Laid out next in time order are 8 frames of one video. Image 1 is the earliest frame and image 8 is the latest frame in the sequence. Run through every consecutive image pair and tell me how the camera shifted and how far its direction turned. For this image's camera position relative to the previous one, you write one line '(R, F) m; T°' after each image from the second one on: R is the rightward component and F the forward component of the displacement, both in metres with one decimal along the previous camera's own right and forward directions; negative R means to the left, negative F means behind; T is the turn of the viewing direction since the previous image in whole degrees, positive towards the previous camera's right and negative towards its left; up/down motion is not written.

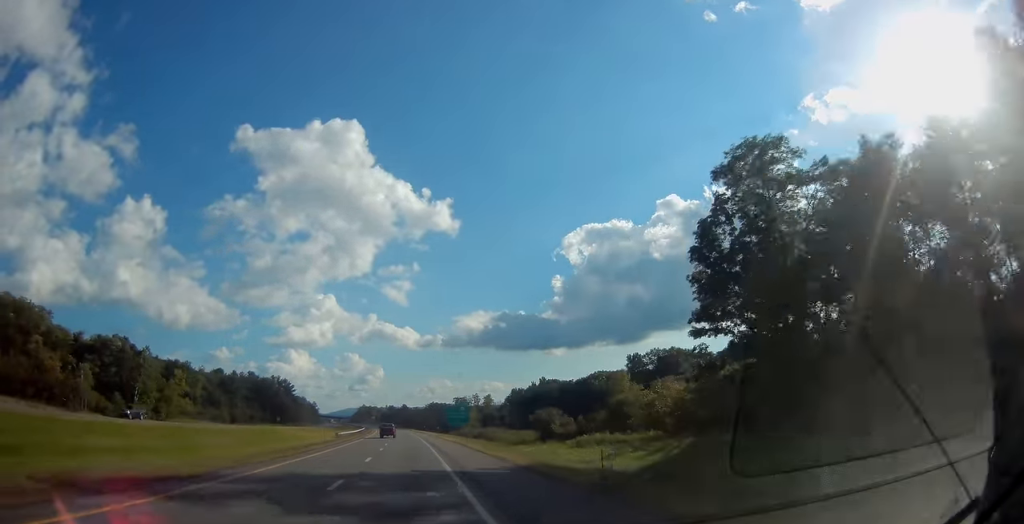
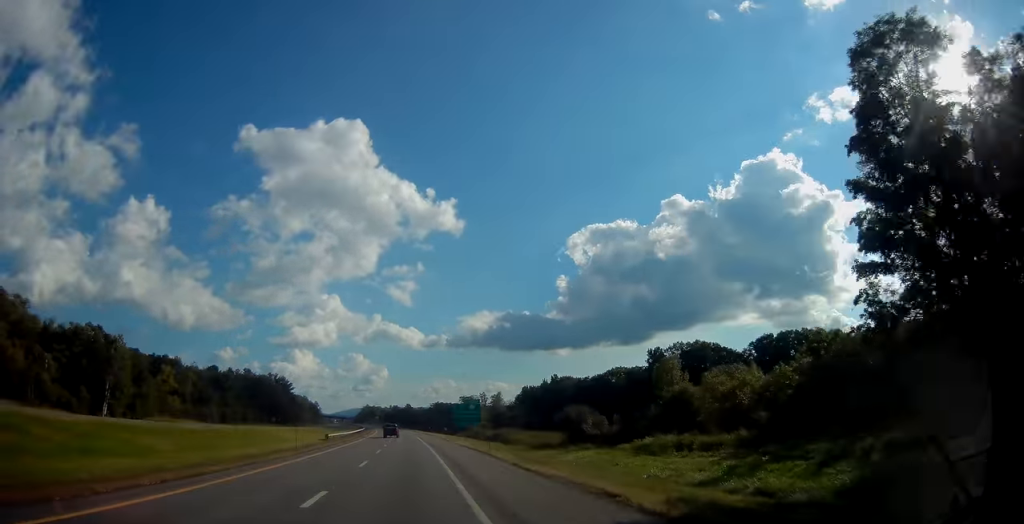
(-0.1, +15.5) m; -1°
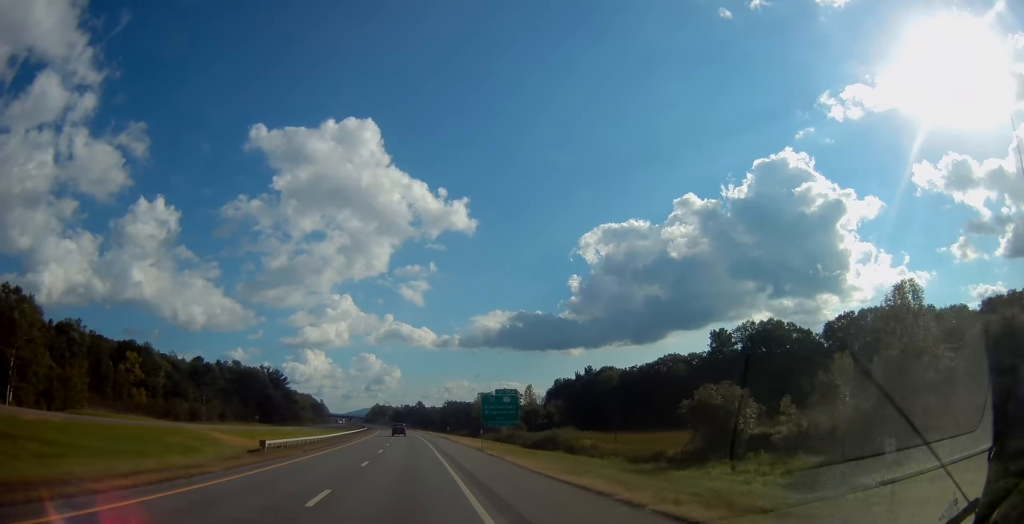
(-0.5, +36.7) m; -1°
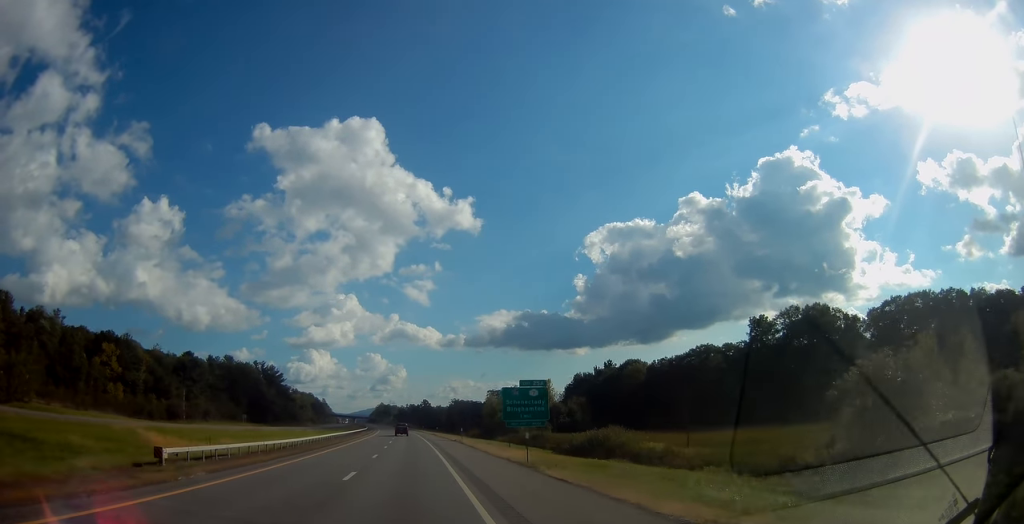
(-0.1, +18.3) m; 0°
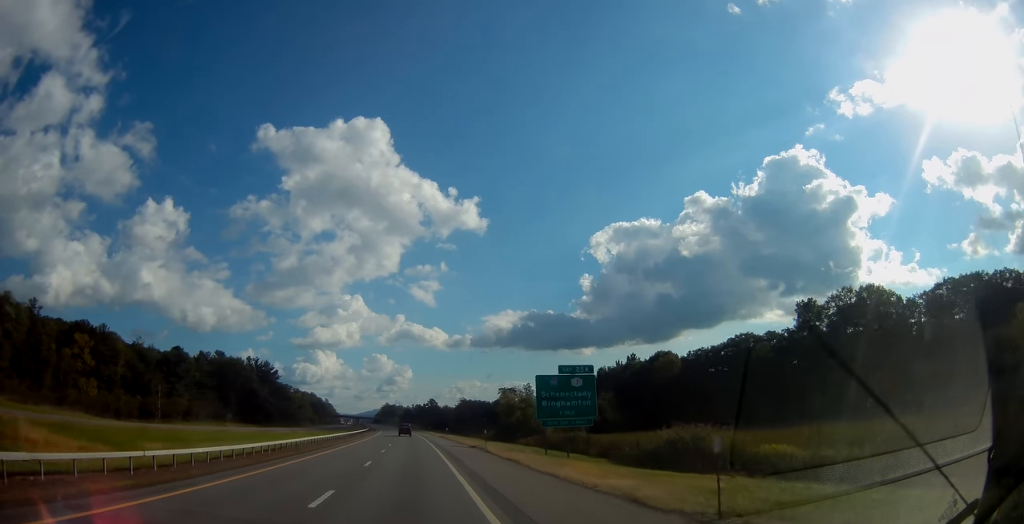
(+0.1, +18.4) m; 0°
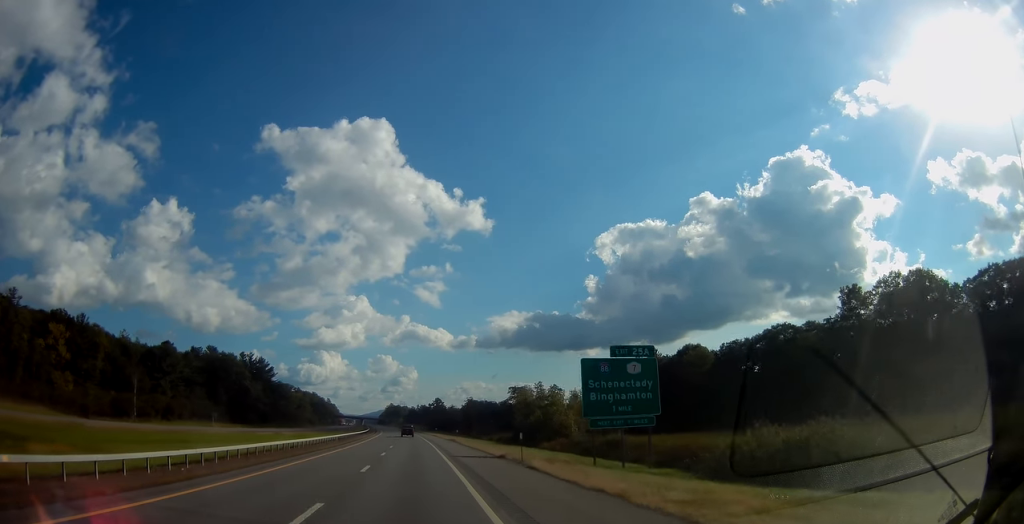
(-0.1, +14.5) m; -1°
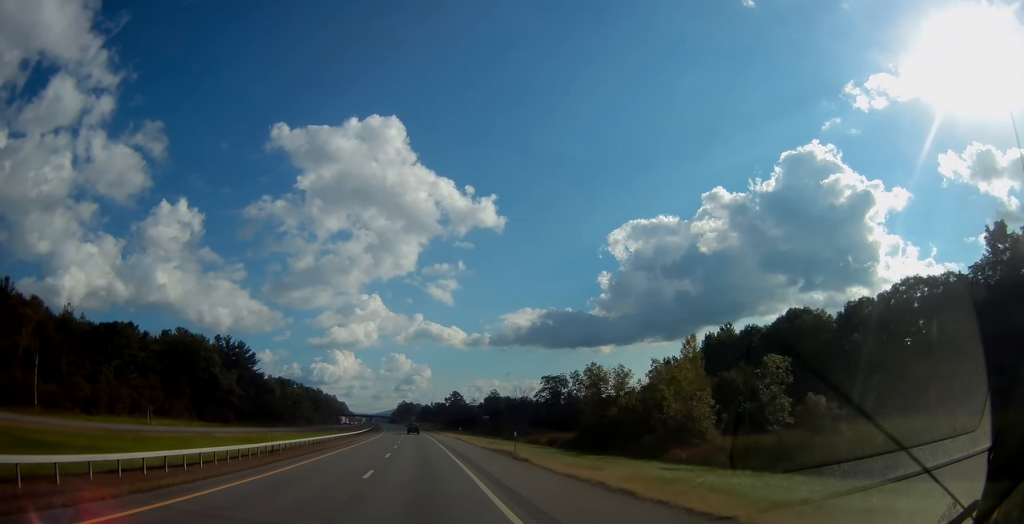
(-0.5, +39.6) m; -1°
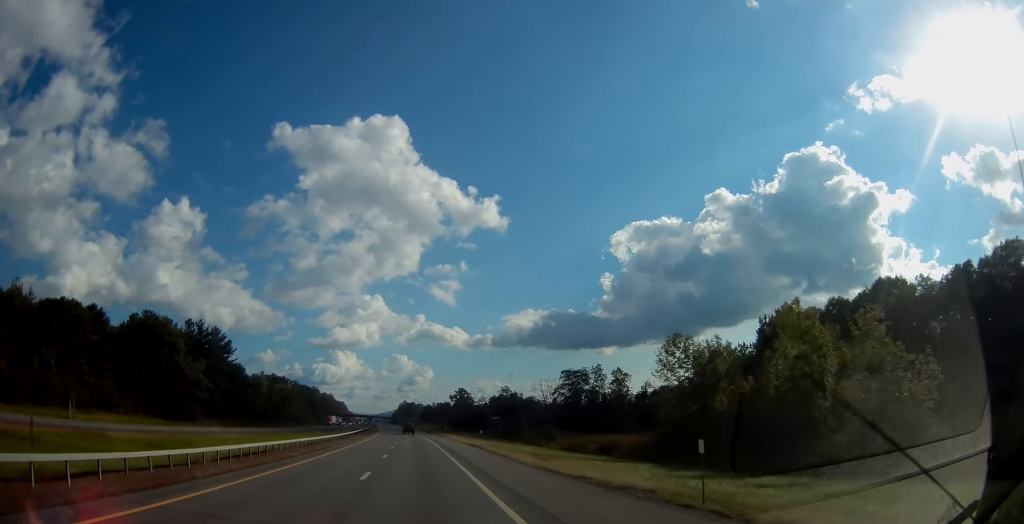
(-0.1, +25.1) m; -1°
